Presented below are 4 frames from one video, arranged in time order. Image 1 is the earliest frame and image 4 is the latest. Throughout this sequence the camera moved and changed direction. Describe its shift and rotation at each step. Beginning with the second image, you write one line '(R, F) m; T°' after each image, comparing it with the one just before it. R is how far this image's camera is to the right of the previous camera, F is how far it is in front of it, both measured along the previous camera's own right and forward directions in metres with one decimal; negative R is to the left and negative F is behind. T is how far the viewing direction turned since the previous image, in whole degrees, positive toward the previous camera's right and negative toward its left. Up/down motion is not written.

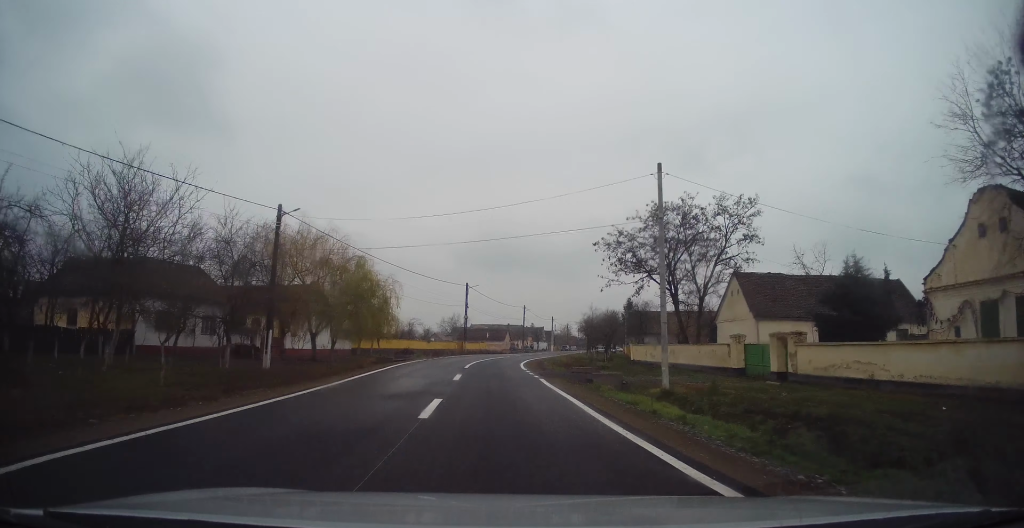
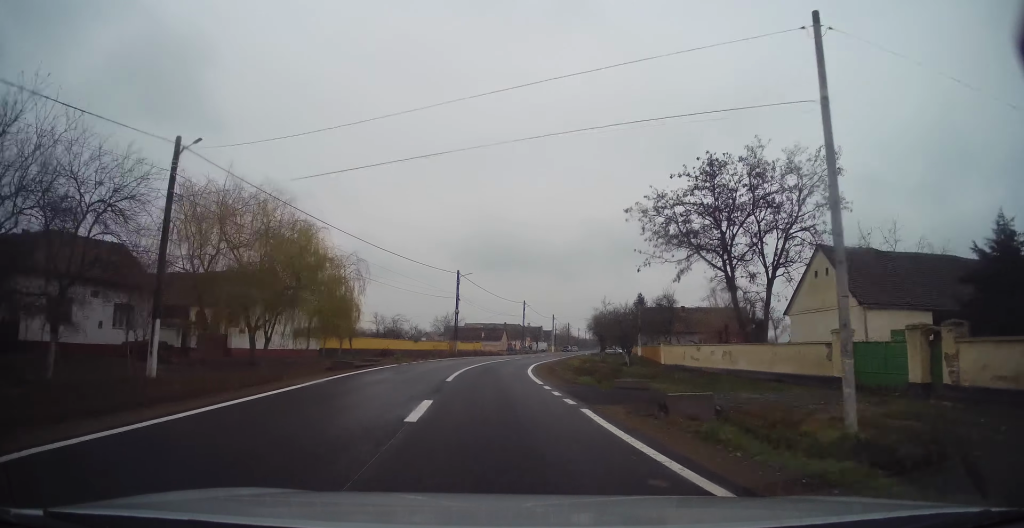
(0.0, +9.9) m; +1°
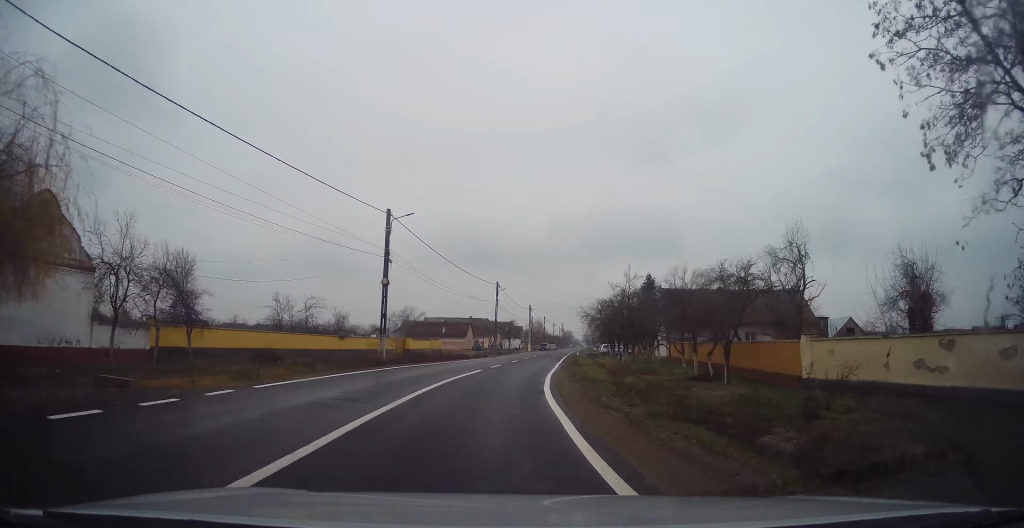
(+0.3, +21.7) m; +3°
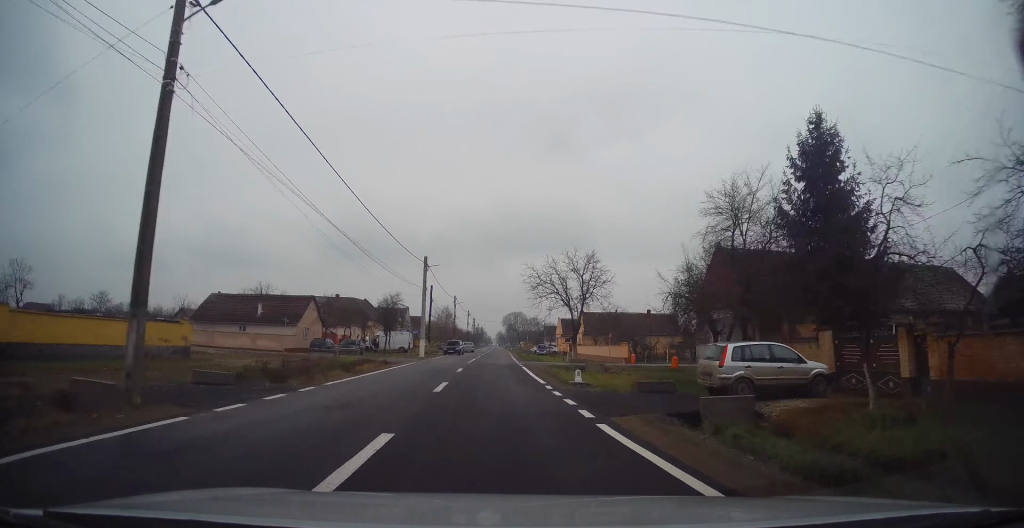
(+4.9, +49.0) m; +8°
